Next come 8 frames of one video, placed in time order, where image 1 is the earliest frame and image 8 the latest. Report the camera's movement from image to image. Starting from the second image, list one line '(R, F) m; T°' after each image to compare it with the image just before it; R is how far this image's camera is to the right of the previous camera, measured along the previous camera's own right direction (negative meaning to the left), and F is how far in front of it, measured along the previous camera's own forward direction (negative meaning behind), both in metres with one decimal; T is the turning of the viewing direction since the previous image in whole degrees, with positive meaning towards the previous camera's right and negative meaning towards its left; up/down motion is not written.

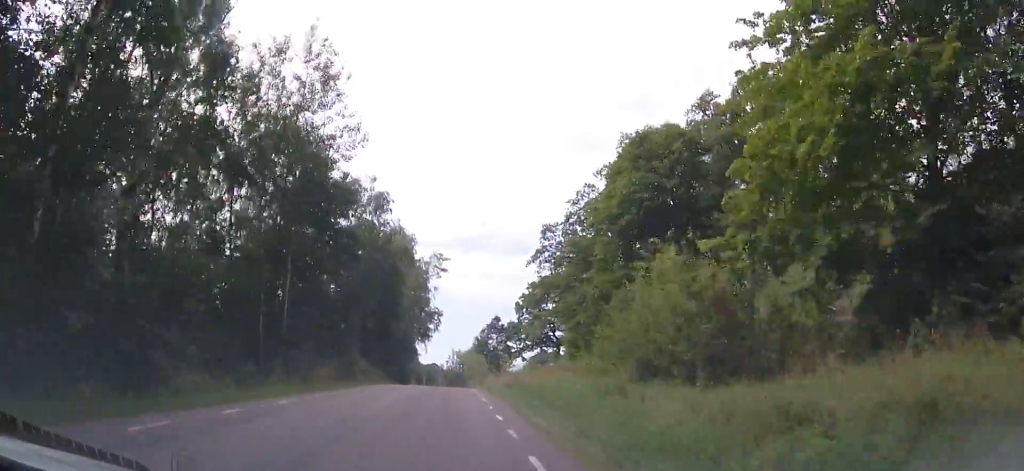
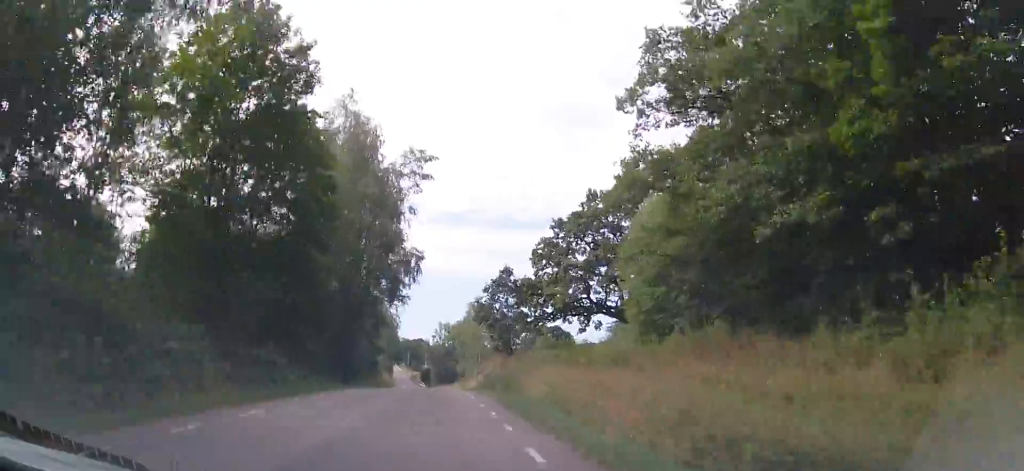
(+1.8, +26.7) m; +8°
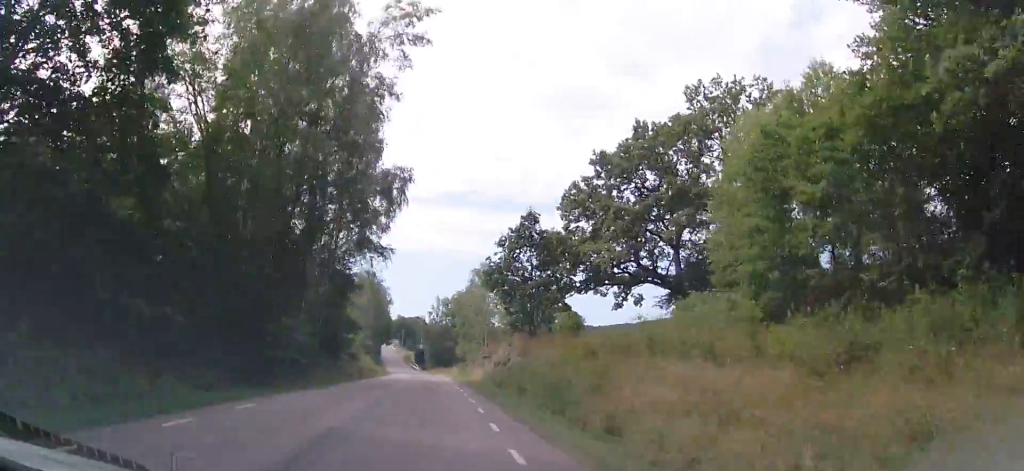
(+0.4, +15.0) m; +3°
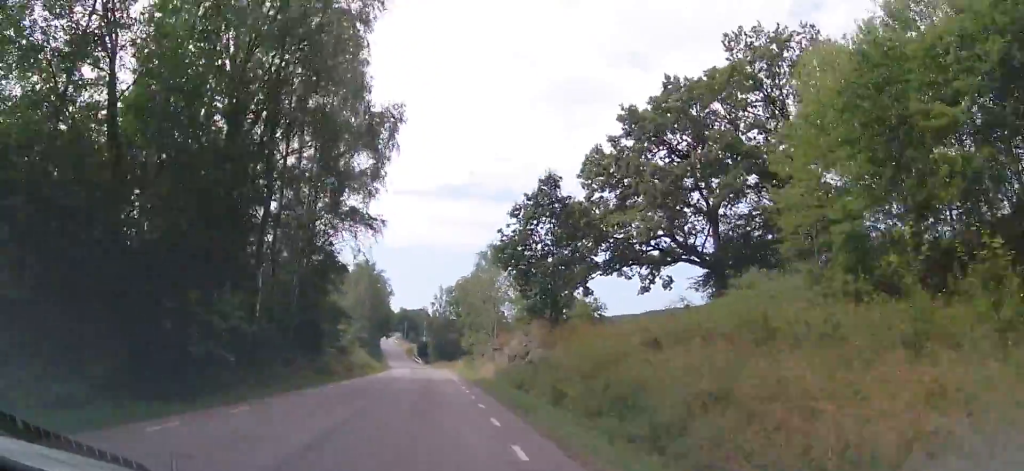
(-0.2, +6.4) m; +1°
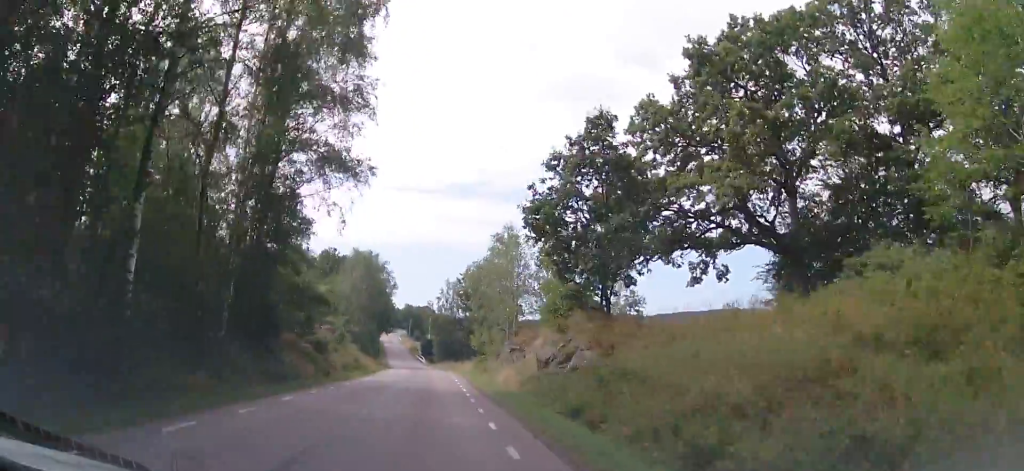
(+0.4, +8.5) m; +1°
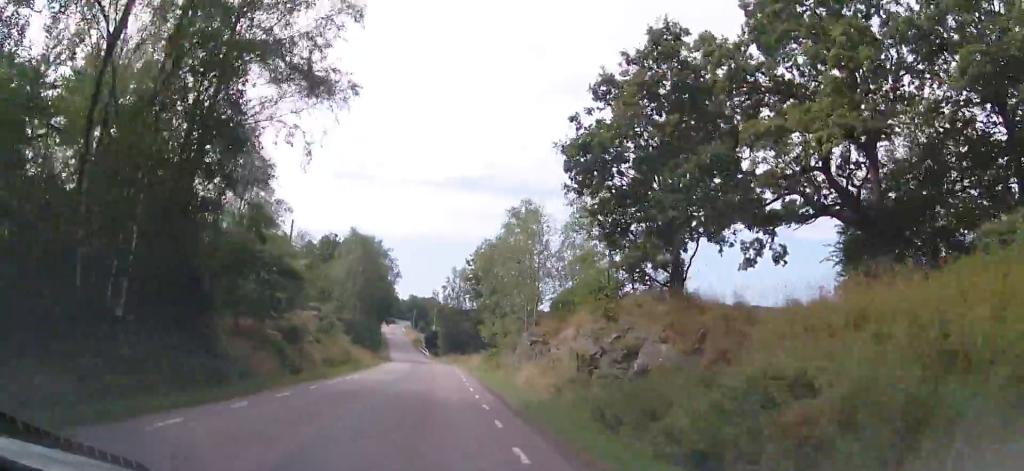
(+0.2, +6.4) m; +1°
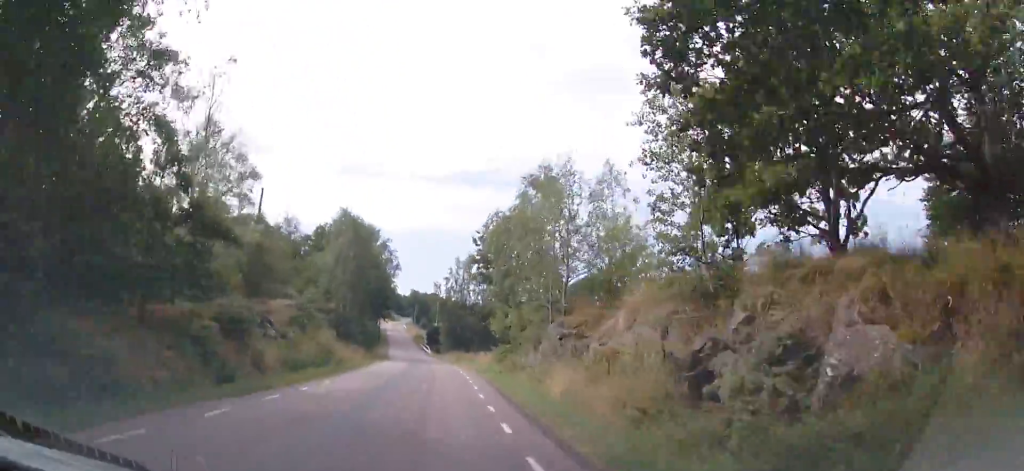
(-0.1, +7.0) m; 0°
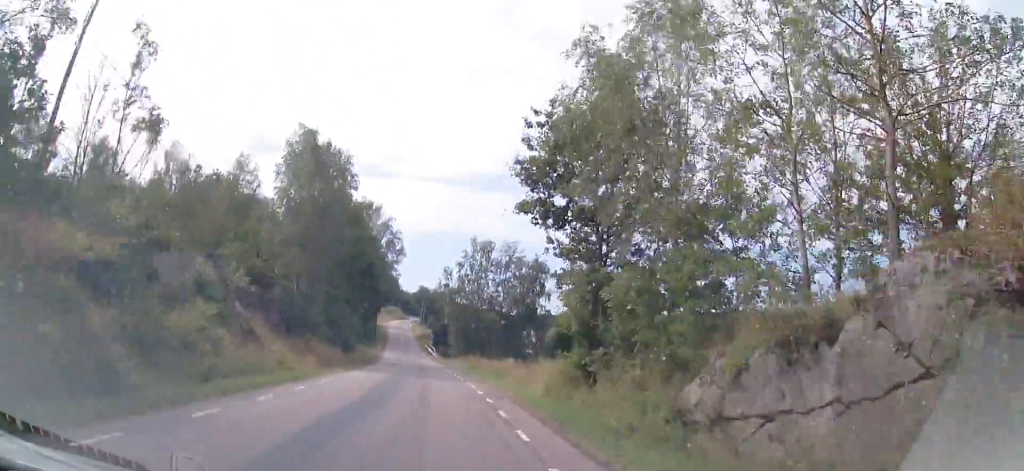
(-0.2, +18.5) m; -1°
